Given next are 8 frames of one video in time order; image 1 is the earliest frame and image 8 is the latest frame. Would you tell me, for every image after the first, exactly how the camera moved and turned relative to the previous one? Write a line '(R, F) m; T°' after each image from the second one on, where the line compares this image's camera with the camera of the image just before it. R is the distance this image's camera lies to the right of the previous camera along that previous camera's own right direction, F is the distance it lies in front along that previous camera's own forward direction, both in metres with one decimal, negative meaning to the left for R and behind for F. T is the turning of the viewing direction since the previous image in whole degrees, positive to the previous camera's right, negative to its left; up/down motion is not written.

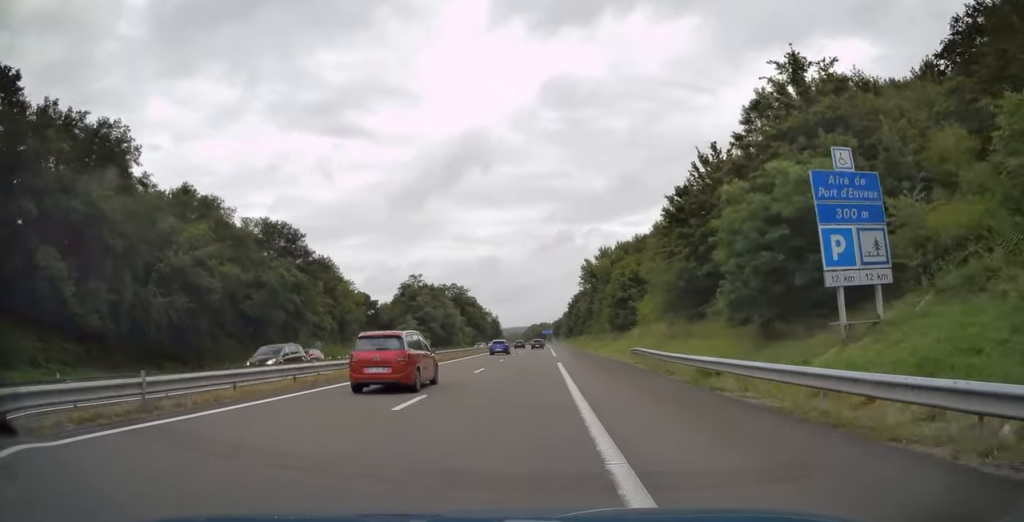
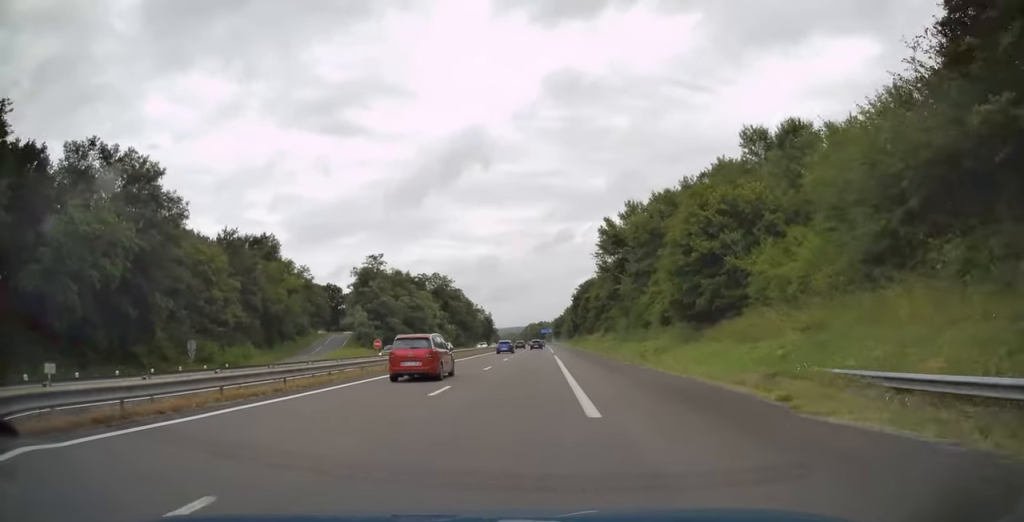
(+0.1, +36.8) m; 0°
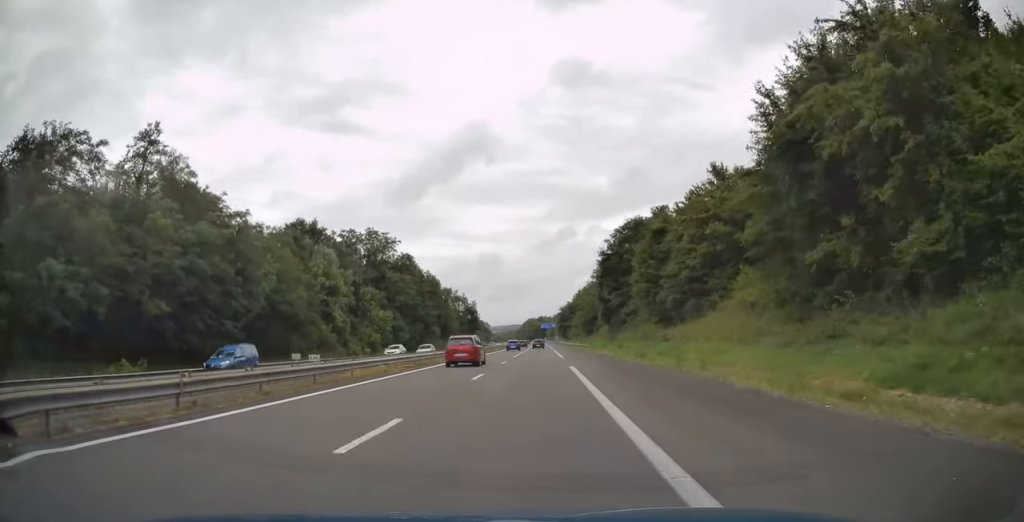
(-0.3, +74.6) m; 0°
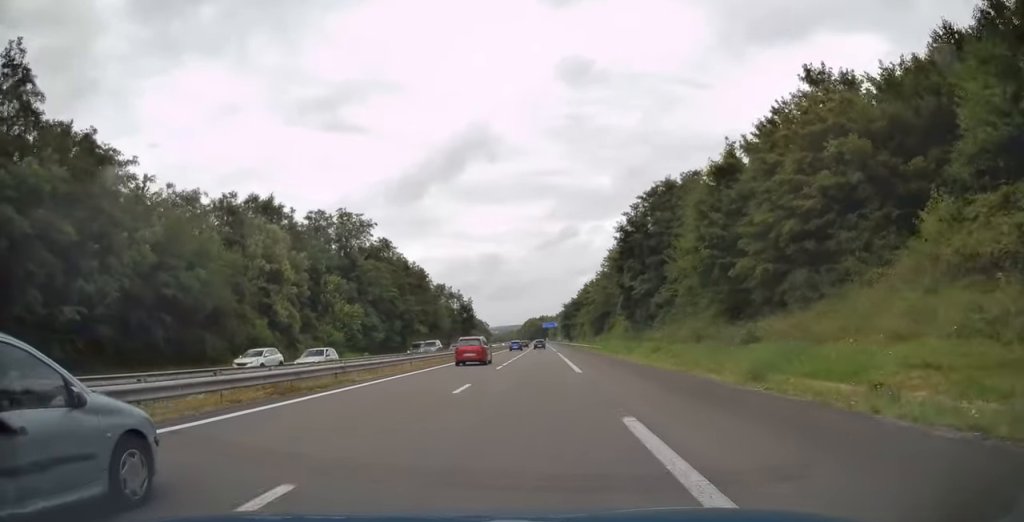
(-0.1, +18.4) m; 0°
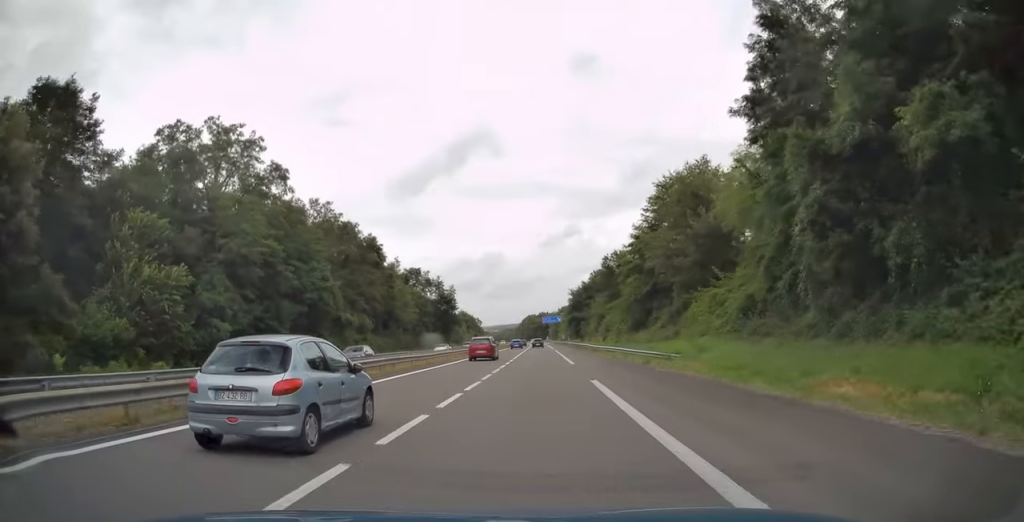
(+0.1, +43.7) m; 0°
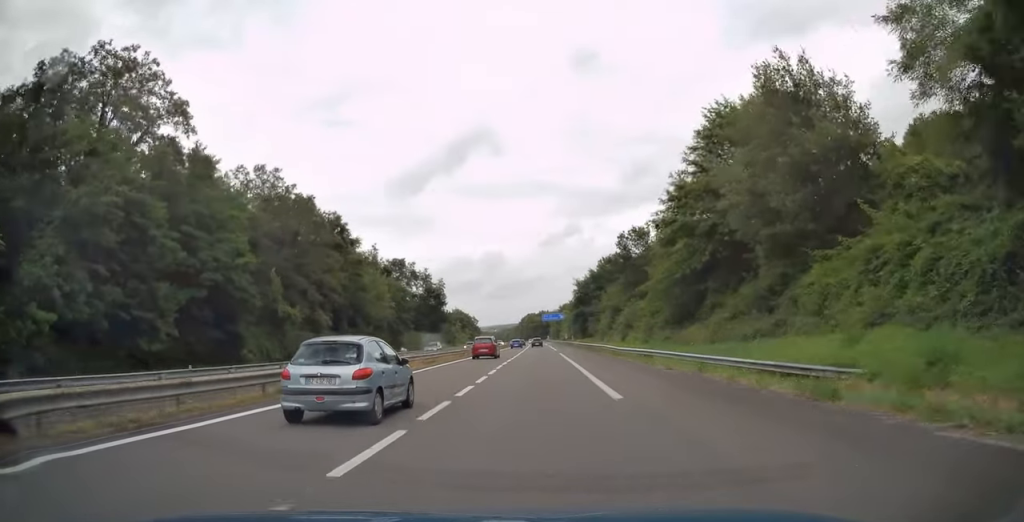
(-0.1, +19.5) m; 0°
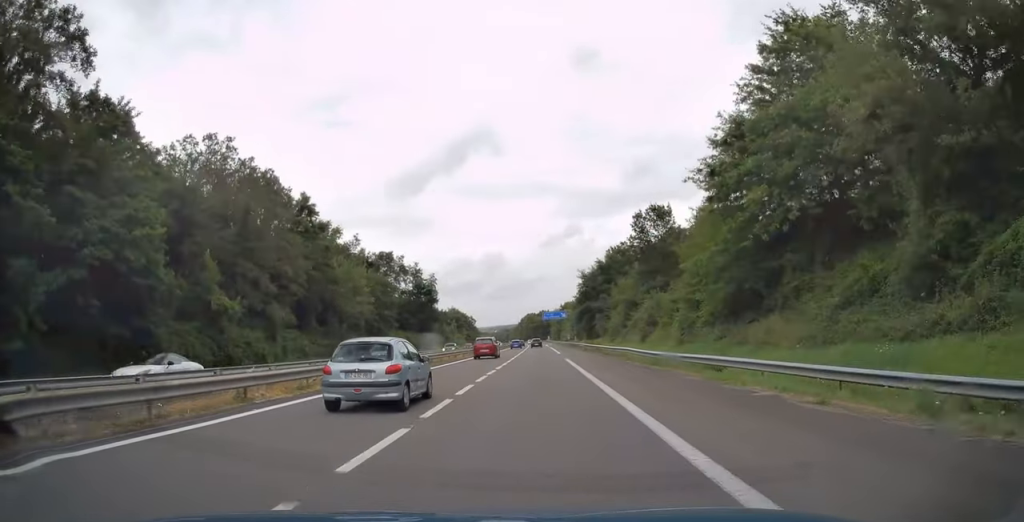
(0.0, +13.0) m; 0°
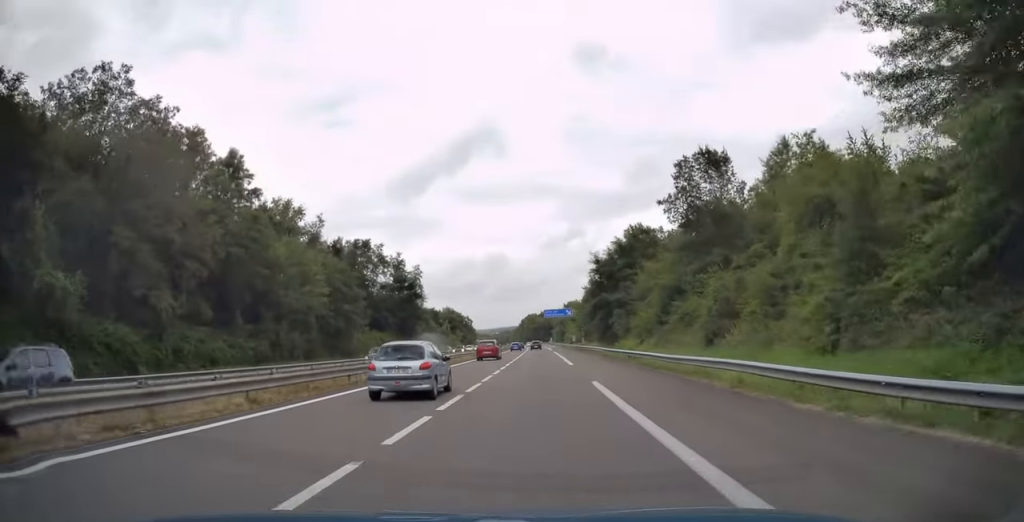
(0.0, +20.0) m; 0°
